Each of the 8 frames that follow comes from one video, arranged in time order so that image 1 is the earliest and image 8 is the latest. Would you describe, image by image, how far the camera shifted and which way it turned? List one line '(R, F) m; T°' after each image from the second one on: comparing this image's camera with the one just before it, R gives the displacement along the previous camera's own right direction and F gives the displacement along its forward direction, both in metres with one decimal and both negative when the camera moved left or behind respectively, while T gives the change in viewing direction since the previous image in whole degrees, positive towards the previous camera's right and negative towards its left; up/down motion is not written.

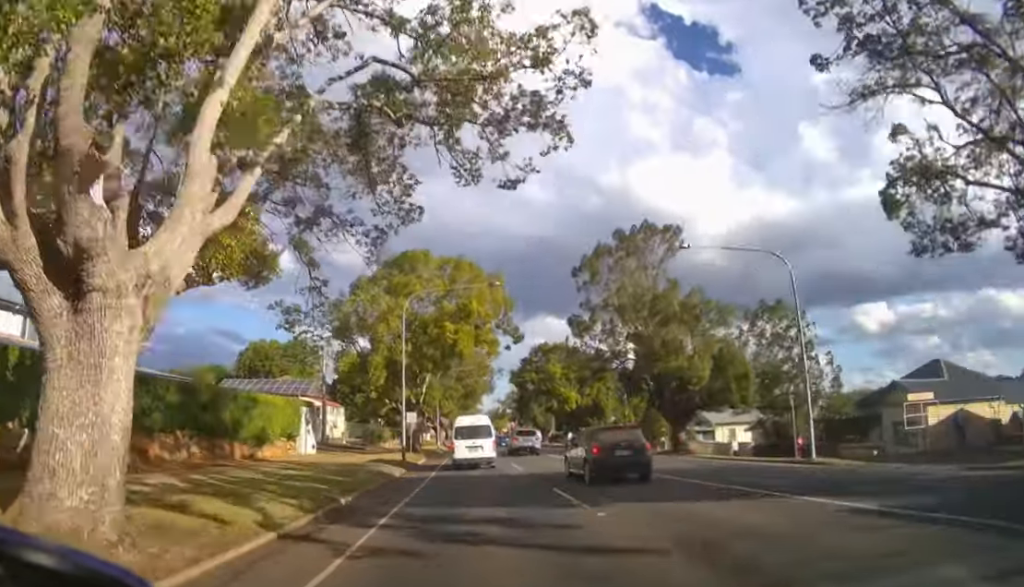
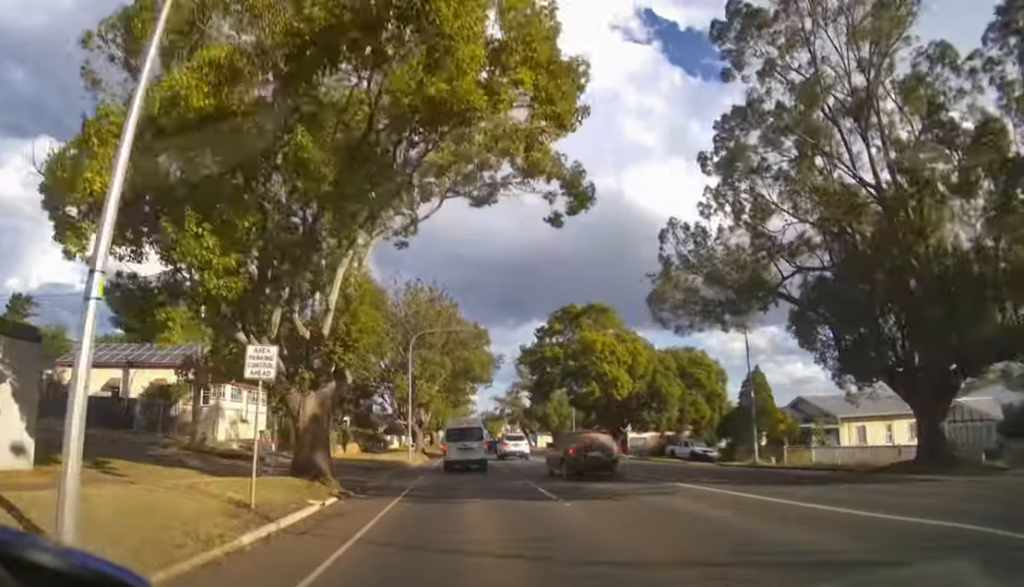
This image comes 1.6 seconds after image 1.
(+0.1, +19.1) m; +1°
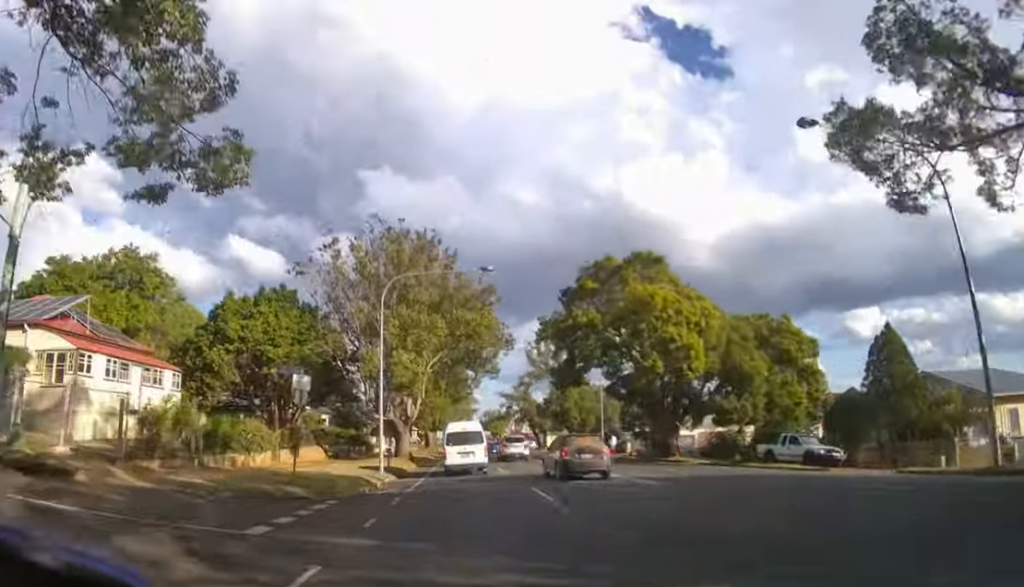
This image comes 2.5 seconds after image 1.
(0.0, +11.5) m; 0°
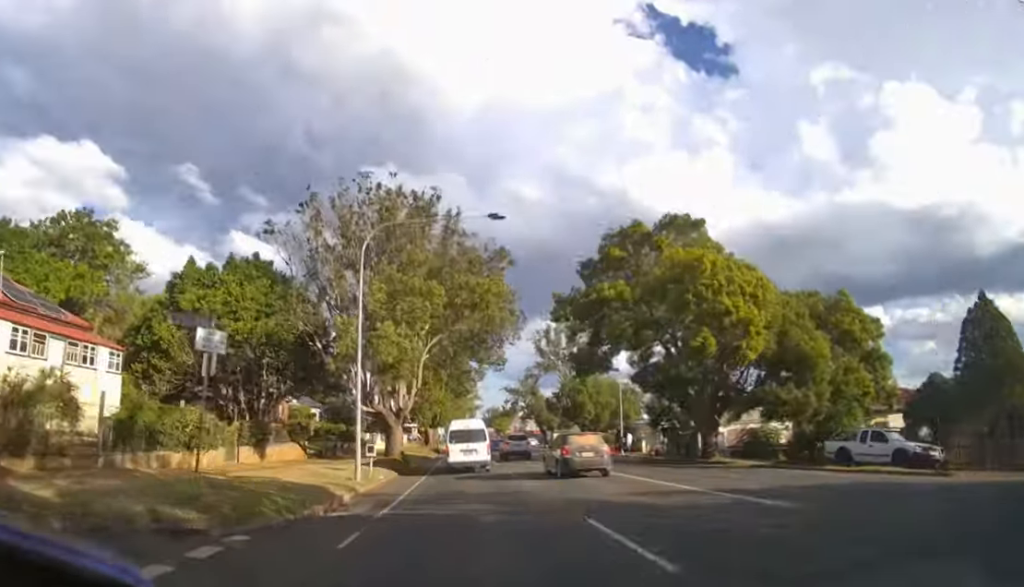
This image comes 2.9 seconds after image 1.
(0.0, +5.3) m; 0°
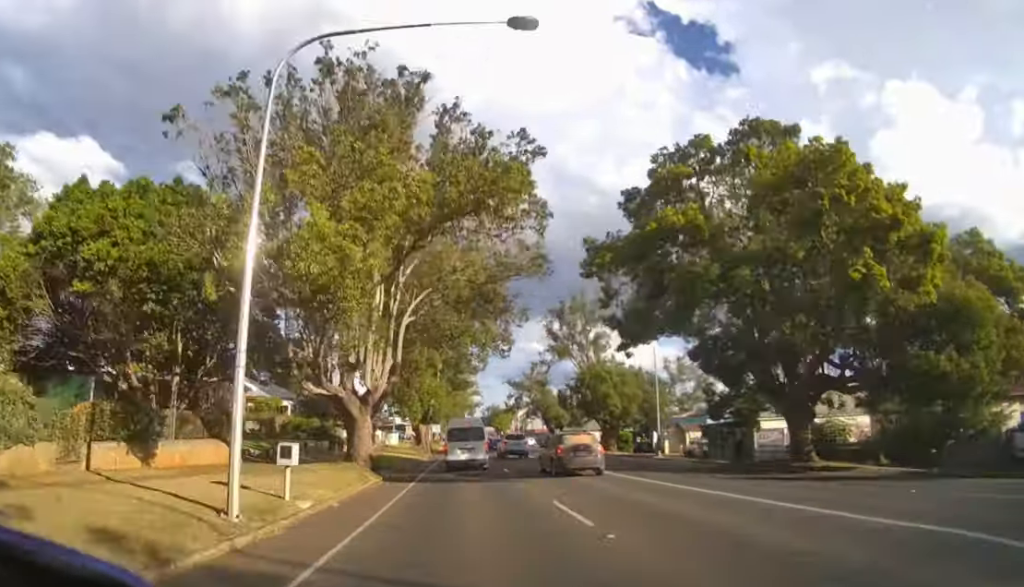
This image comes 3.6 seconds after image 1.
(0.0, +8.8) m; 0°
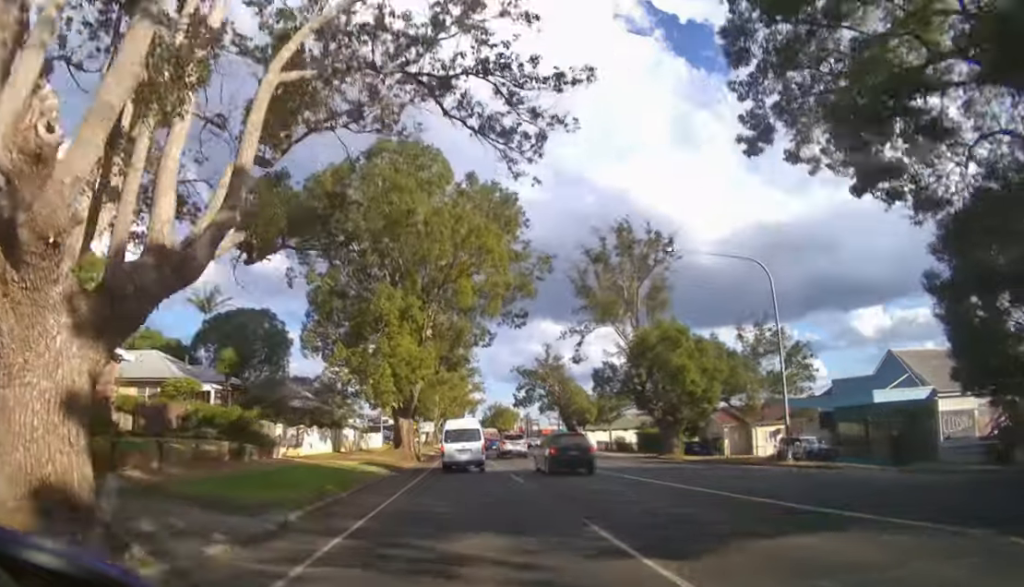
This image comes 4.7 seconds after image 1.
(0.0, +15.8) m; 0°
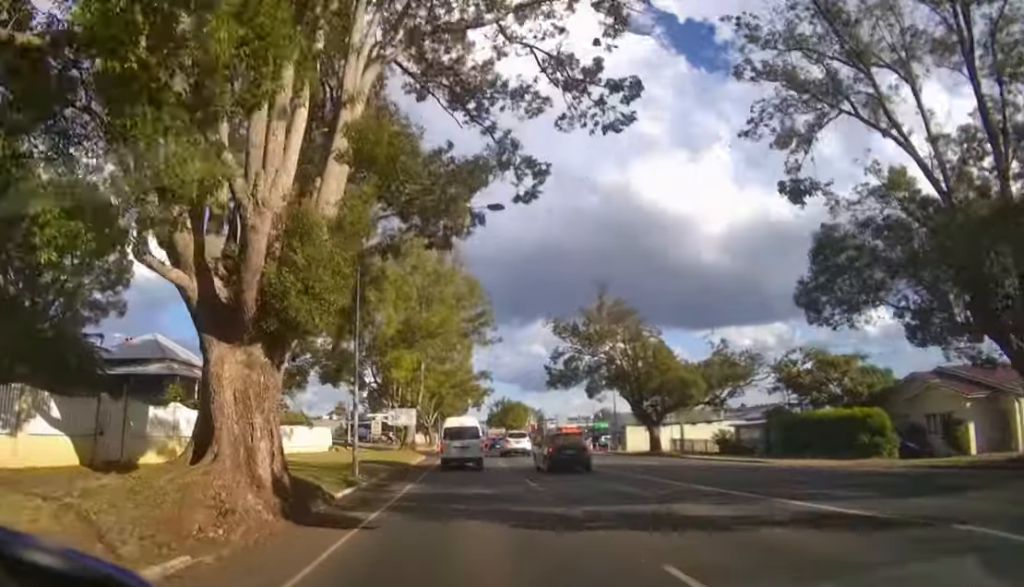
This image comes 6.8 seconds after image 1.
(0.0, +28.1) m; 0°
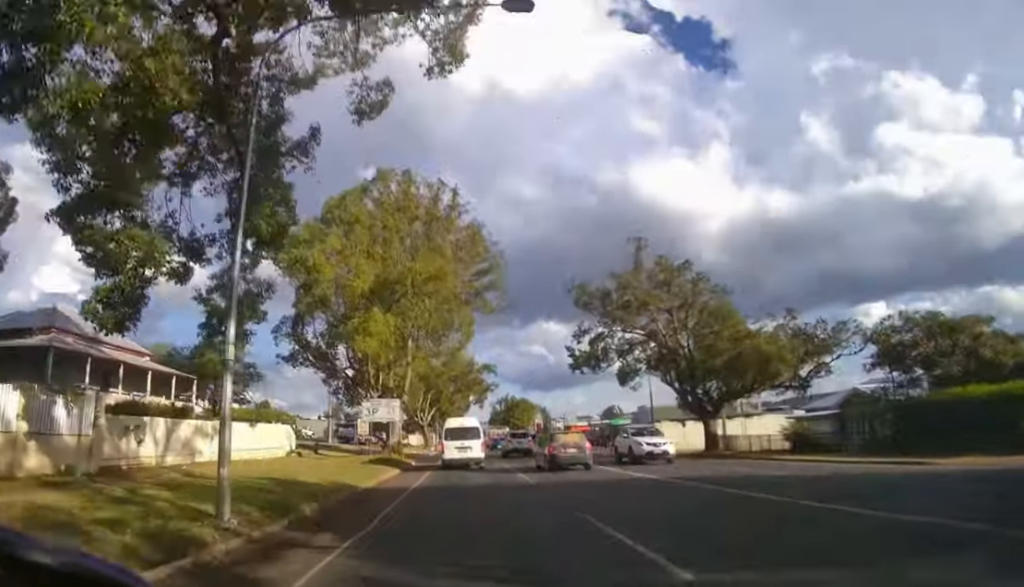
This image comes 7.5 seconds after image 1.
(0.0, +10.5) m; 0°
